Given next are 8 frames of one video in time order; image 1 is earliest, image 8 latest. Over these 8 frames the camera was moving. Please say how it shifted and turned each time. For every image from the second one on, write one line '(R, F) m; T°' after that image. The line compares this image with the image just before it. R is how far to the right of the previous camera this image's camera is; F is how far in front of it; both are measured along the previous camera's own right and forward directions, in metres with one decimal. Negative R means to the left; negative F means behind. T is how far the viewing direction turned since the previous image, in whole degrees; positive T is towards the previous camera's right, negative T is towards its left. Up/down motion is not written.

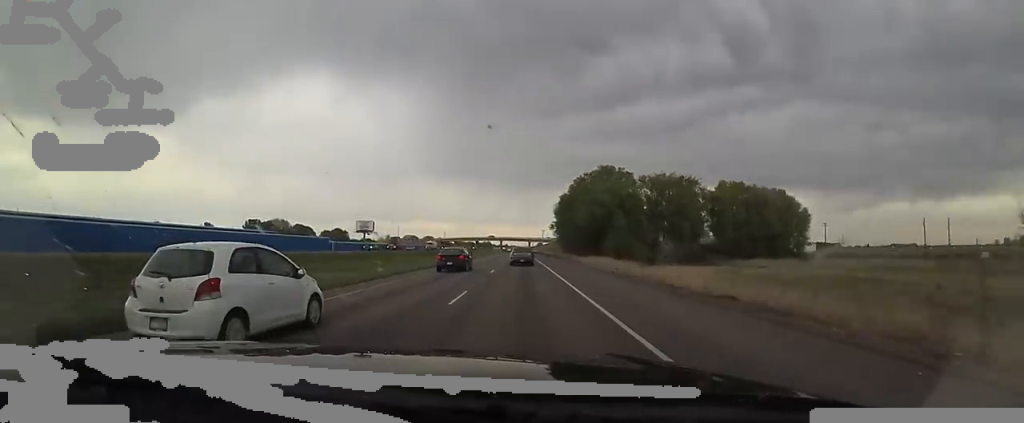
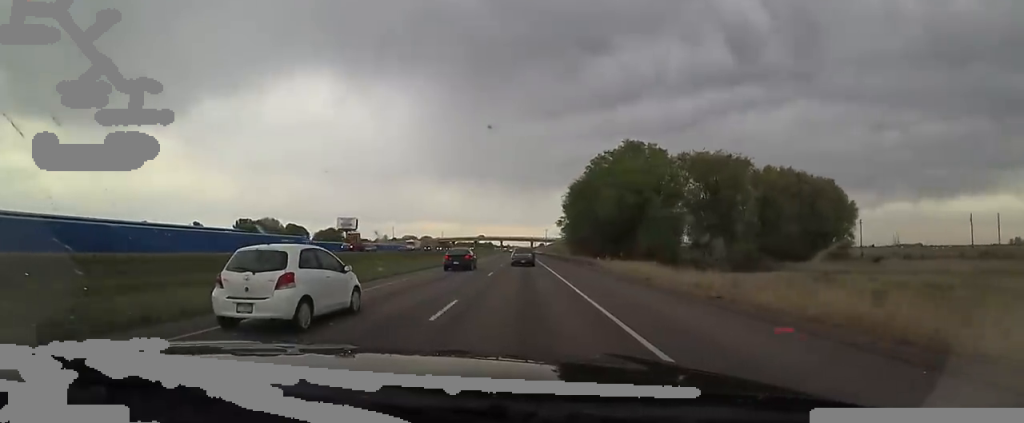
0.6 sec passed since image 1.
(+0.1, +17.8) m; -1°
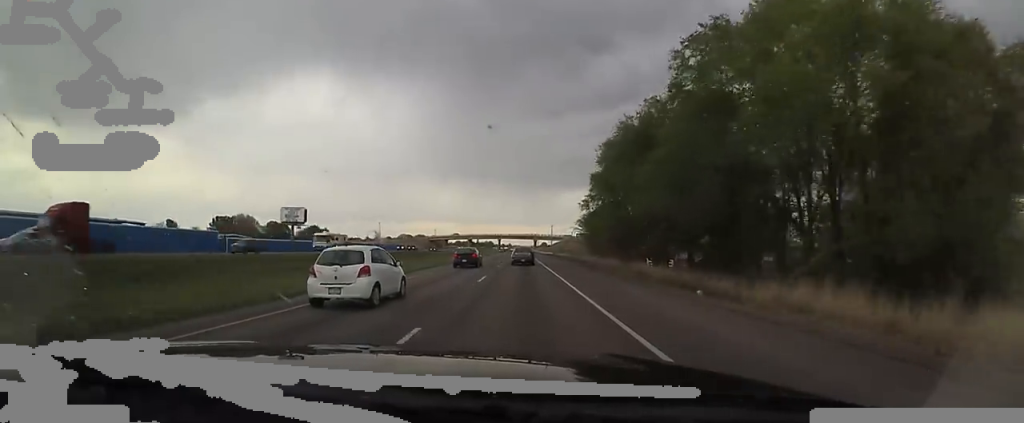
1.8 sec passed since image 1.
(-0.8, +35.0) m; -1°
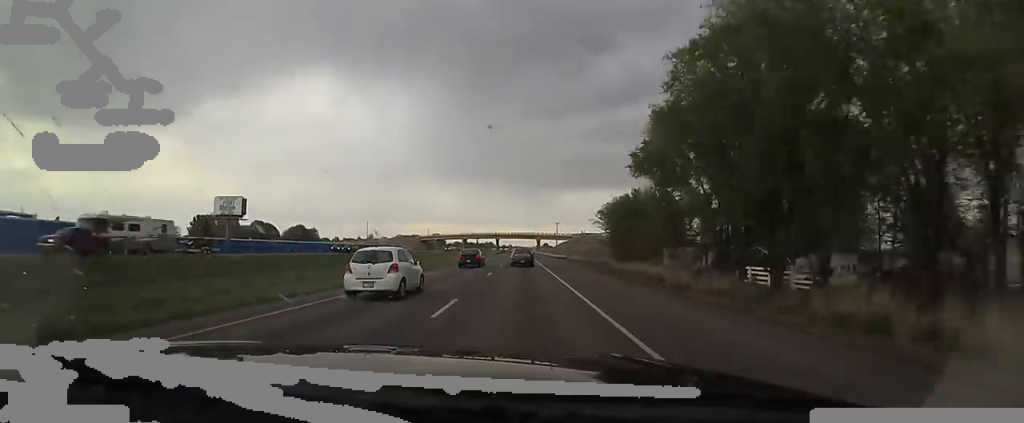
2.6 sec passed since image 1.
(-0.1, +25.2) m; +1°
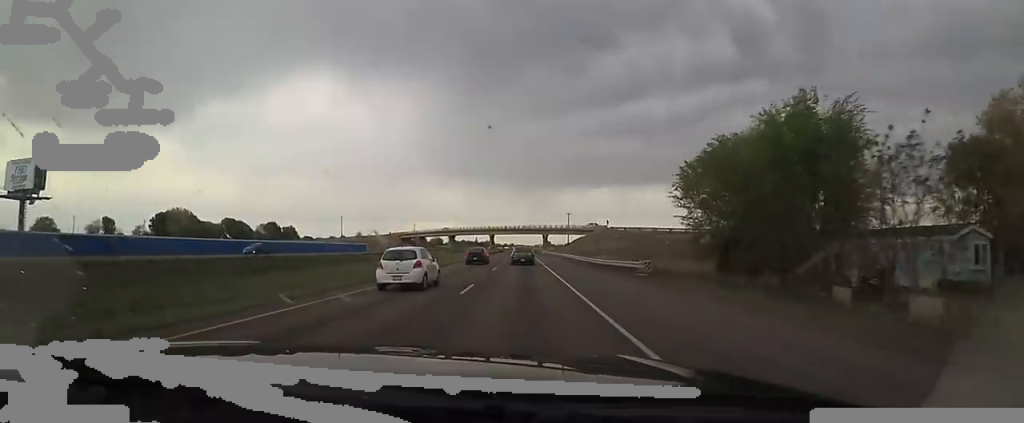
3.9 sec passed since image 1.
(+0.4, +40.4) m; 0°
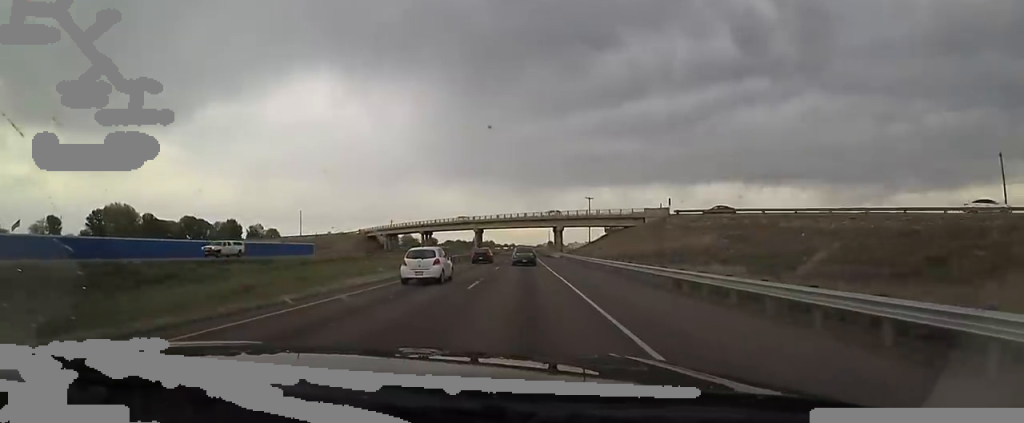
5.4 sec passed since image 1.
(-0.7, +43.8) m; -1°
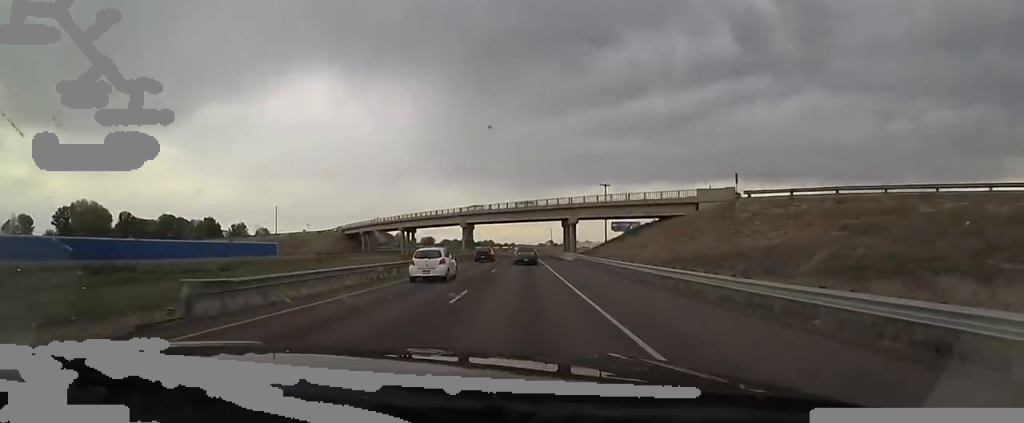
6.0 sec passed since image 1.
(0.0, +19.5) m; 0°
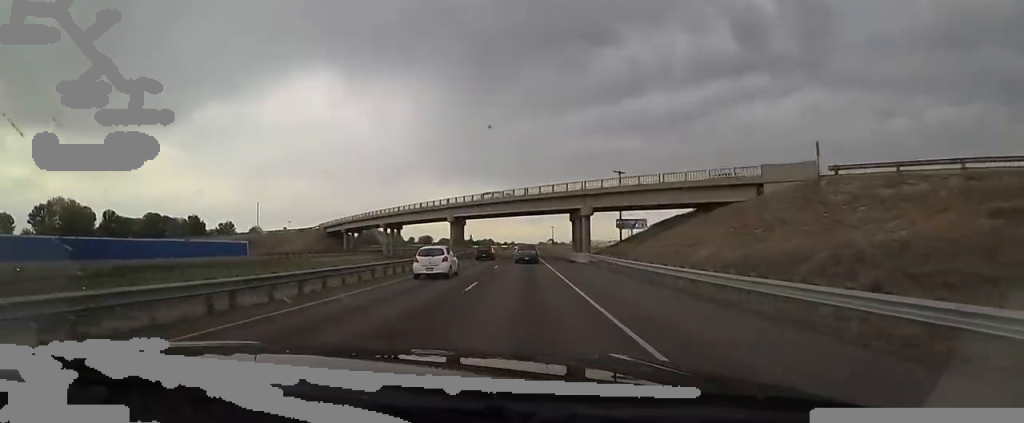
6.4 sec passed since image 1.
(0.0, +12.3) m; 0°
